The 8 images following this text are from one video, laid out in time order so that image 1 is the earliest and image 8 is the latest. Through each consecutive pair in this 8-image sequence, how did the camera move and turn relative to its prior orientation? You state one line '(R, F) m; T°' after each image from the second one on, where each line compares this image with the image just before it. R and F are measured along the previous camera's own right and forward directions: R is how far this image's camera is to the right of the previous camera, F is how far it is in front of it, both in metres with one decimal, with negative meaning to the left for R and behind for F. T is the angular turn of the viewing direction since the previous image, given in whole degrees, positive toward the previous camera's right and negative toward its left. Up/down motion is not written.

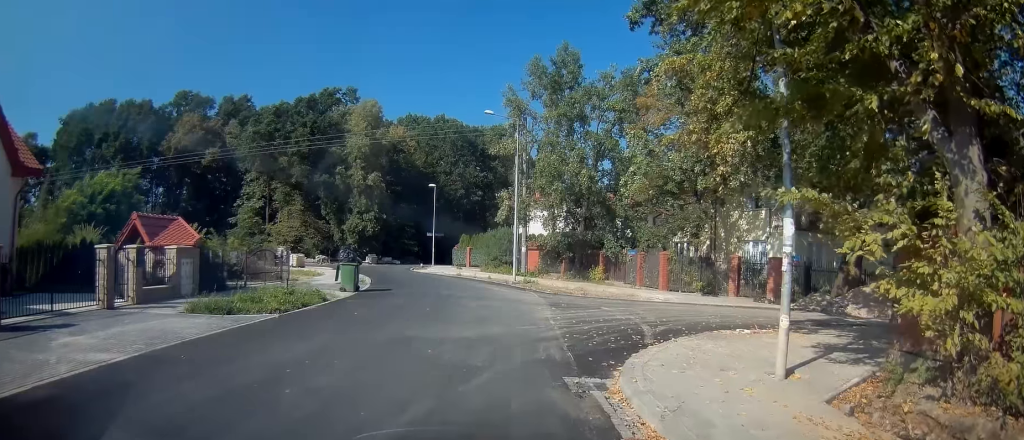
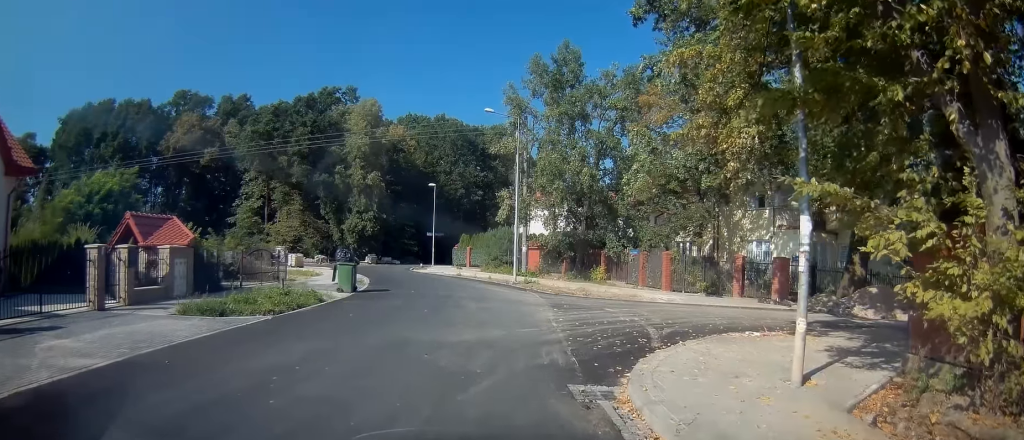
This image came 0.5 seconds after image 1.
(+0.1, +0.4) m; 0°
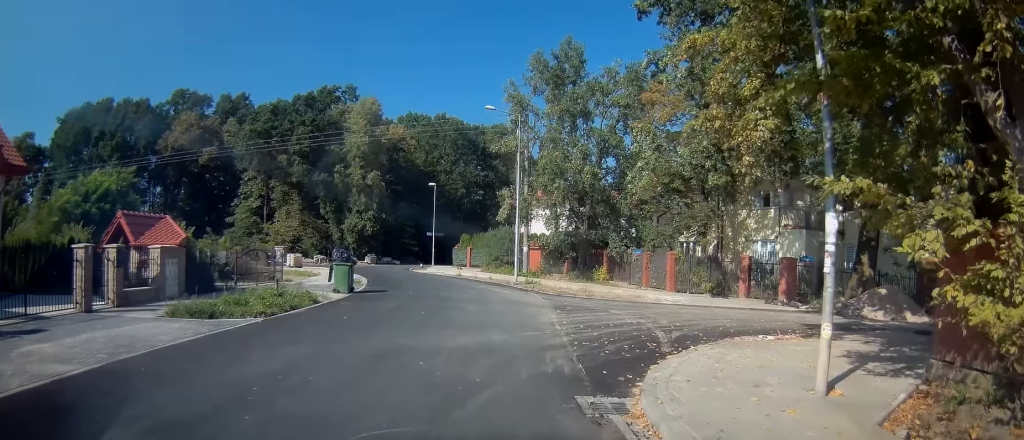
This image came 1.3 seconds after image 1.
(+0.1, +0.5) m; 0°
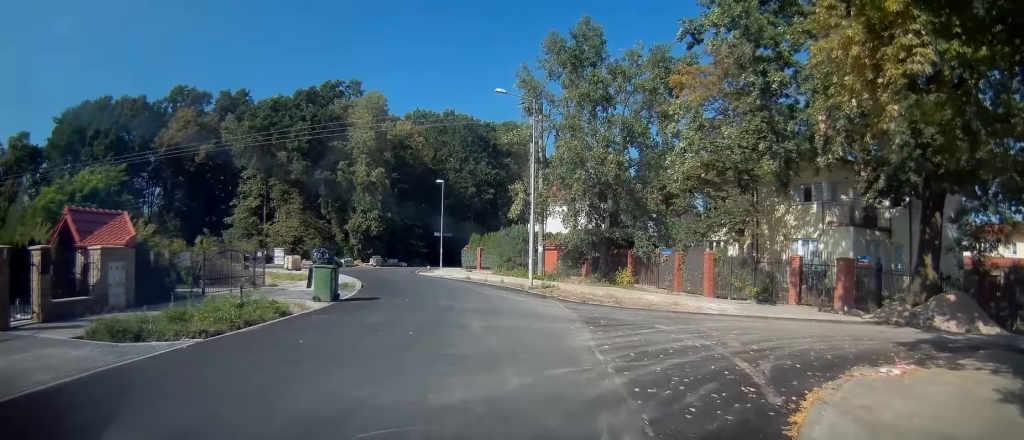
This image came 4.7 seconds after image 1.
(-0.2, +2.7) m; 0°
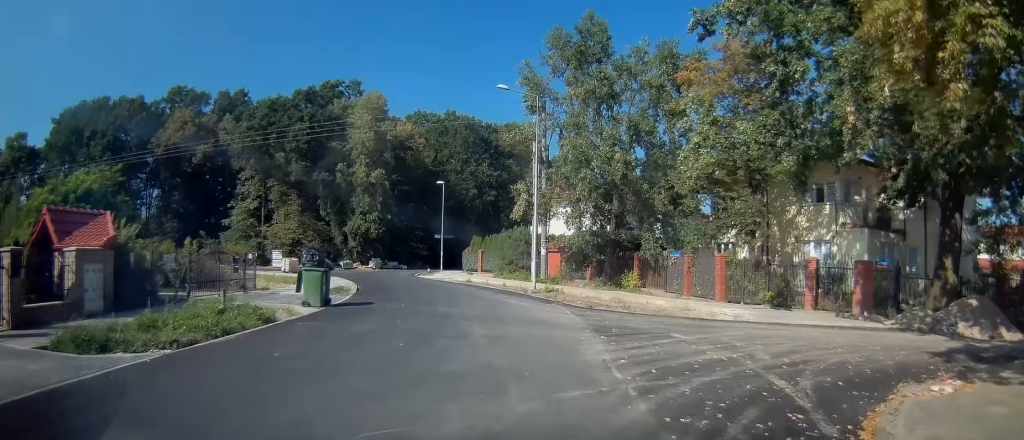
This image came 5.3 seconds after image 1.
(-0.2, +0.8) m; 0°
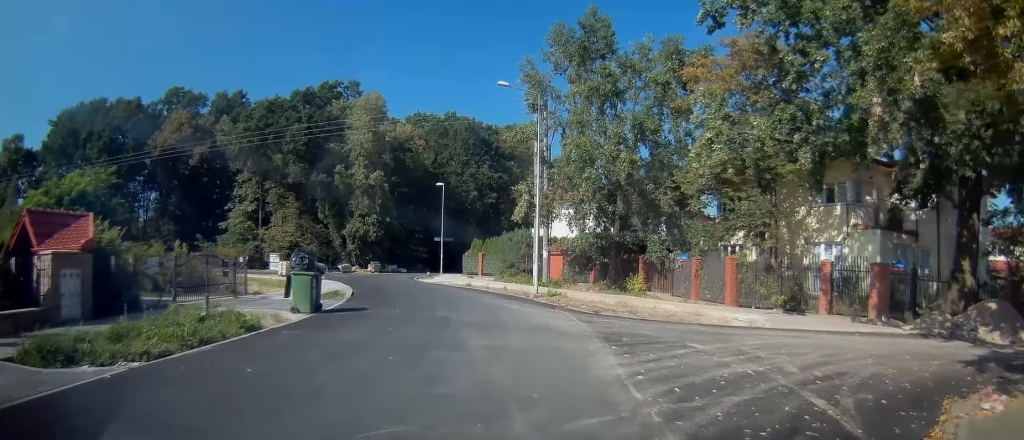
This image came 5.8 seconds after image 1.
(-0.3, +0.6) m; 0°
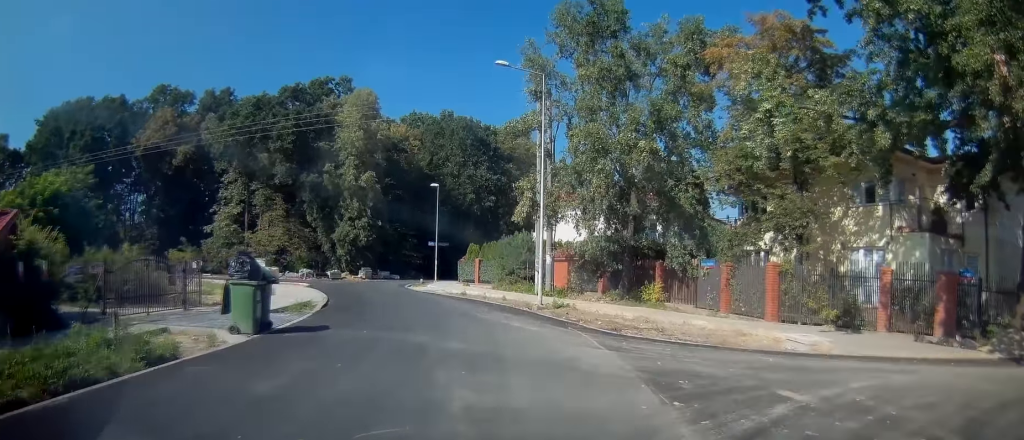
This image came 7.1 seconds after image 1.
(+0.5, +2.9) m; +5°
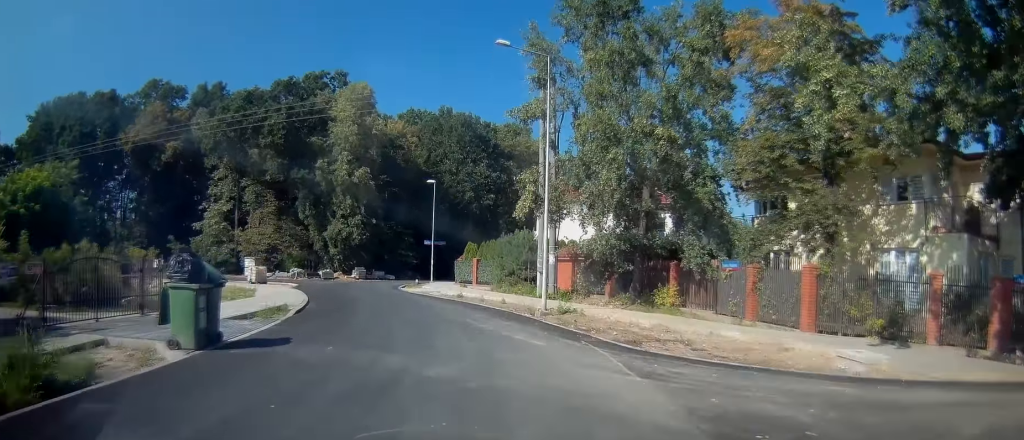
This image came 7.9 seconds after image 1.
(-0.3, +2.2) m; +1°
